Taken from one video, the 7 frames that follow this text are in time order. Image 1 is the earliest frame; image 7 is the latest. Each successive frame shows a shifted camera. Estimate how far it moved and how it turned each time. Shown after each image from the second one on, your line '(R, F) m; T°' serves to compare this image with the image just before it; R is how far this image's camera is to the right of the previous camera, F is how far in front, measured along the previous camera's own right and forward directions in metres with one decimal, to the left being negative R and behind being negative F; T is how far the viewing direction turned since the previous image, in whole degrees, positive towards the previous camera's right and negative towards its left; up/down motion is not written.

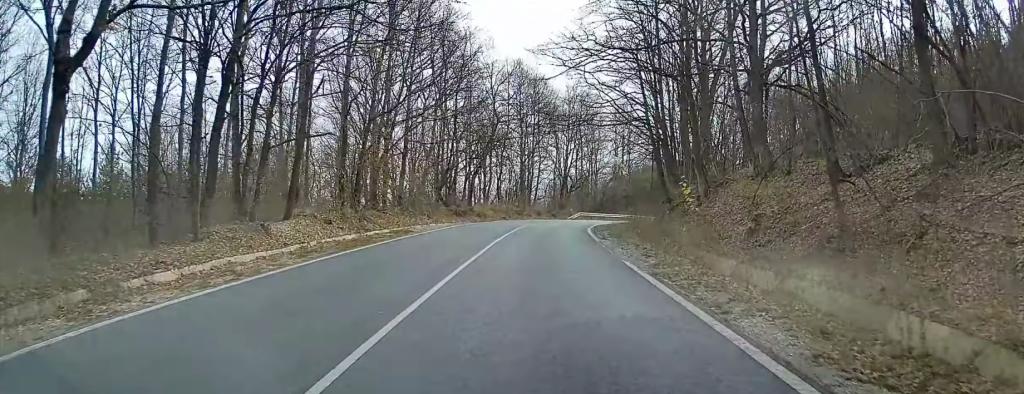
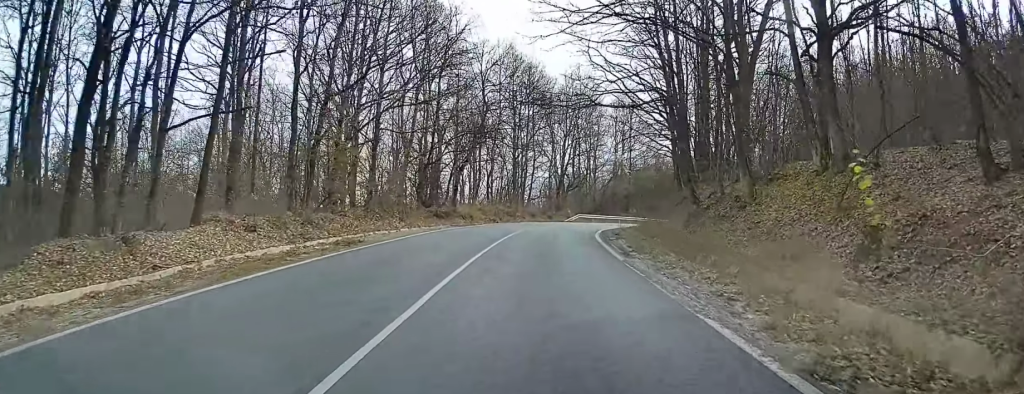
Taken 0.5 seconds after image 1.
(-0.1, +6.9) m; +1°
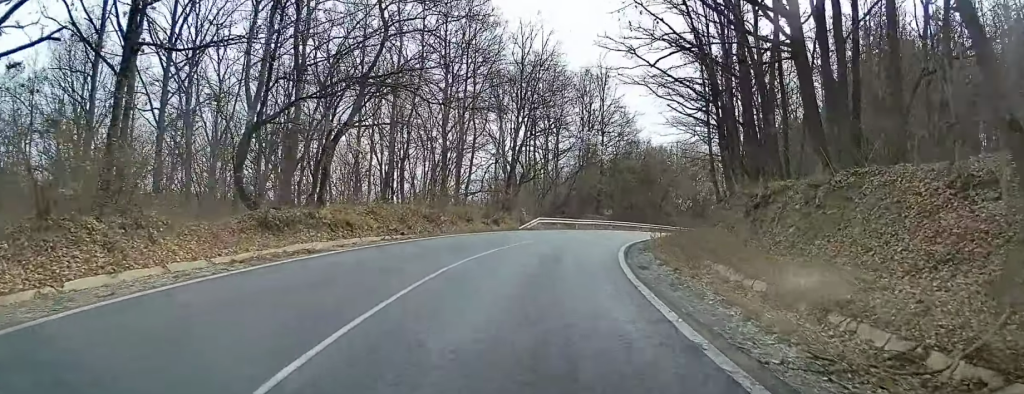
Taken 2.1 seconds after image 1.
(+1.3, +21.3) m; +7°
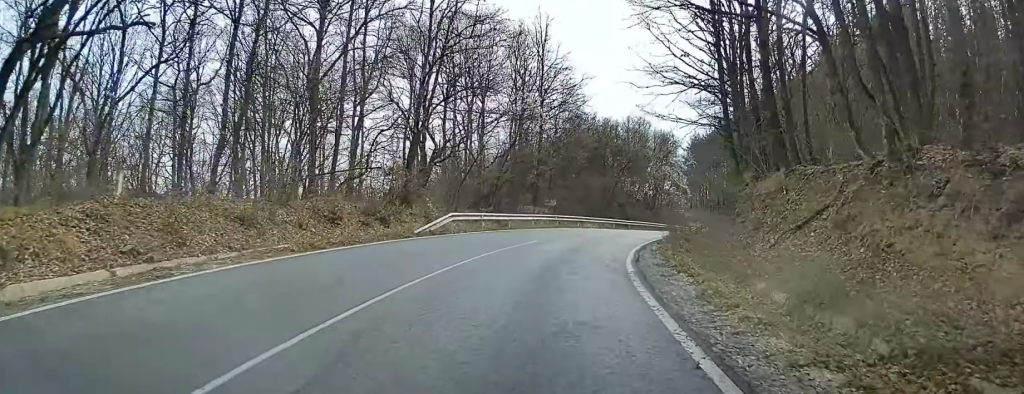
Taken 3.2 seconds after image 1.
(+0.7, +15.2) m; +6°
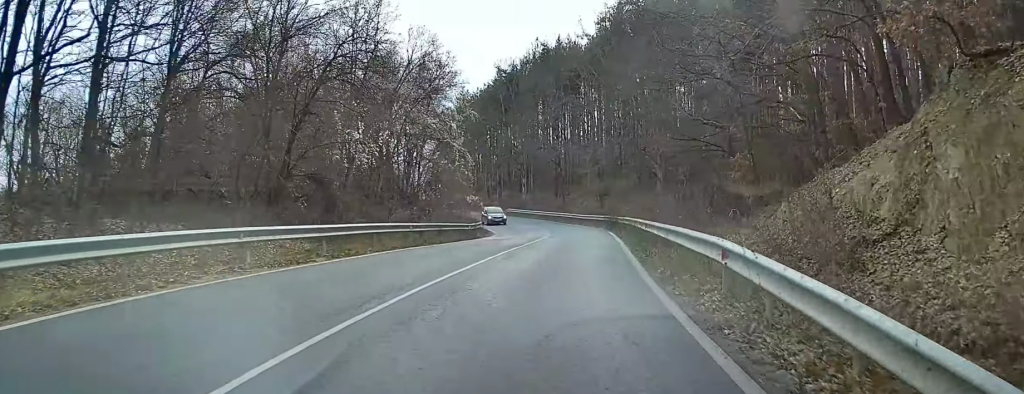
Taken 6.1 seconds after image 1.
(+6.1, +37.8) m; +18°
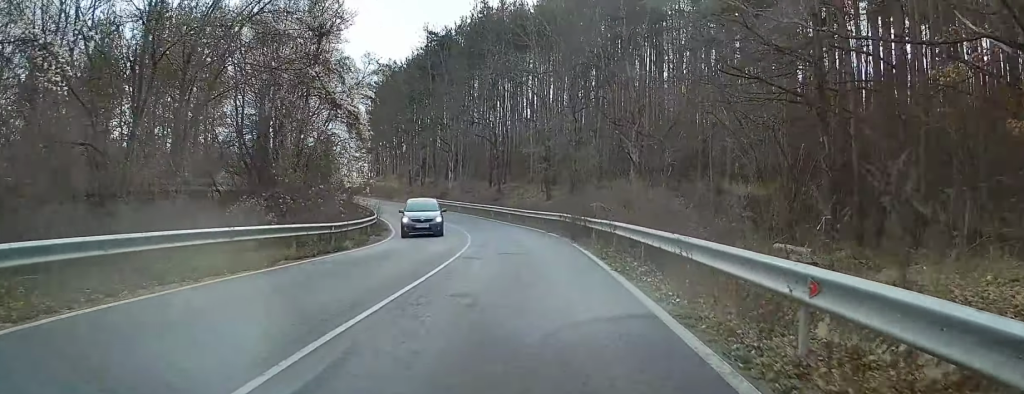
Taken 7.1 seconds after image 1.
(+0.5, +14.9) m; +2°
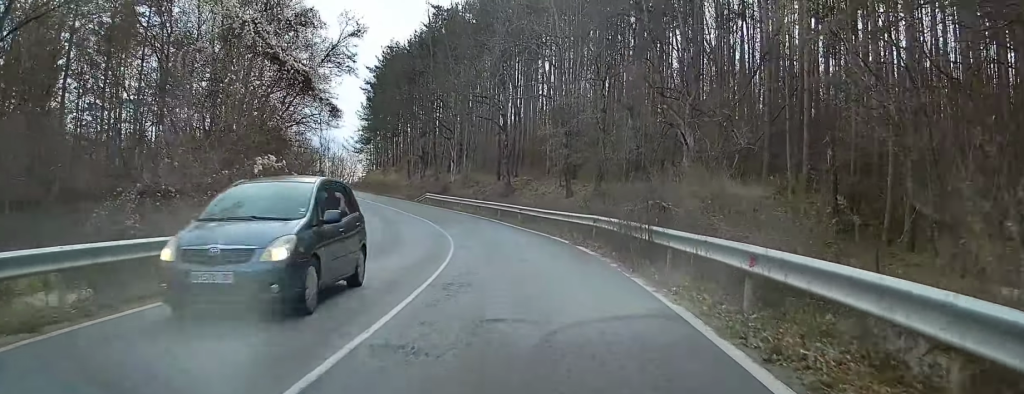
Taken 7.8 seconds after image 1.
(0.0, +9.4) m; -1°
